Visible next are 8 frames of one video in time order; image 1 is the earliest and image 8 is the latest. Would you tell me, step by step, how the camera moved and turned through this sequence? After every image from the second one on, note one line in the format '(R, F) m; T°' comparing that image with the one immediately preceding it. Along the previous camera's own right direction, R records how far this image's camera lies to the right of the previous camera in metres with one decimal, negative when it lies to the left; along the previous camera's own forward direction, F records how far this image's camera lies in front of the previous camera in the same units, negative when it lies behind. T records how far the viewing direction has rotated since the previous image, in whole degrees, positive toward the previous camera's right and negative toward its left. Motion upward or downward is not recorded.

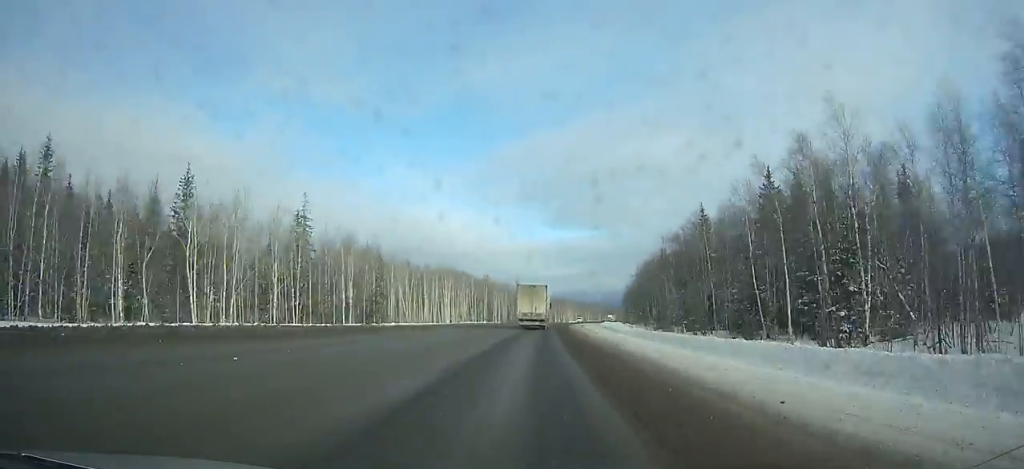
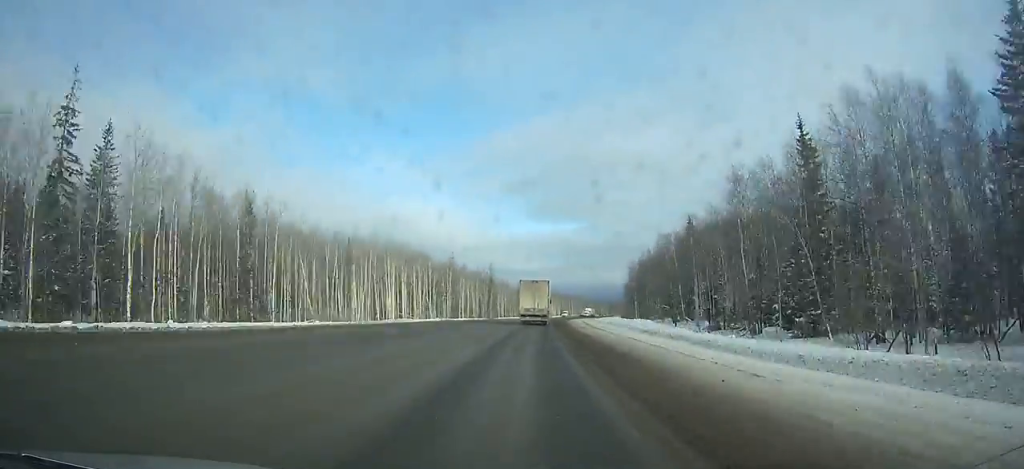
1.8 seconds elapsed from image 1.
(+0.6, +39.6) m; +2°
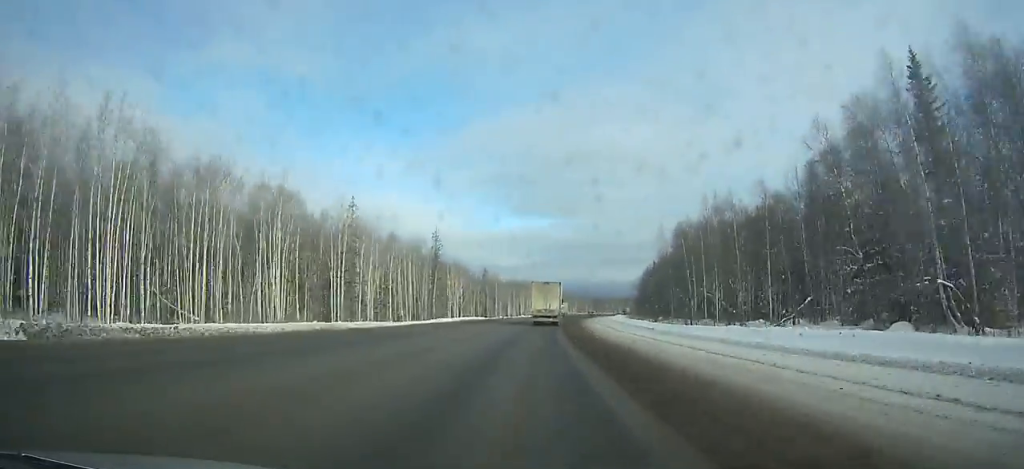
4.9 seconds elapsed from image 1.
(+1.7, +68.6) m; +3°
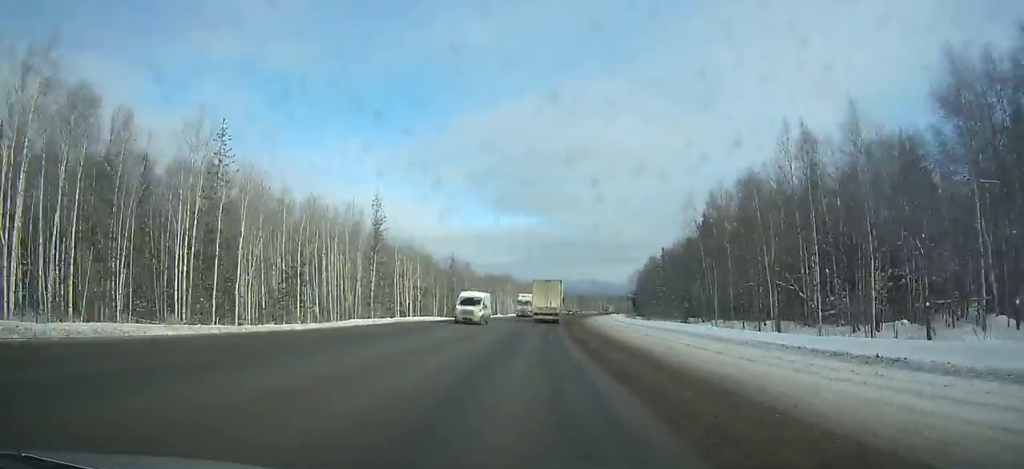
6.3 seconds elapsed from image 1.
(+0.4, +31.2) m; +2°
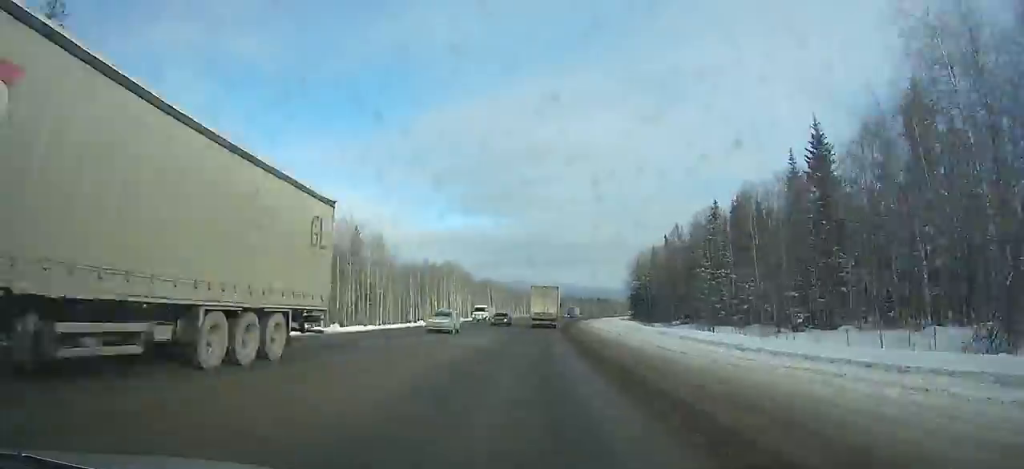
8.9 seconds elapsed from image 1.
(+1.8, +58.1) m; +3°
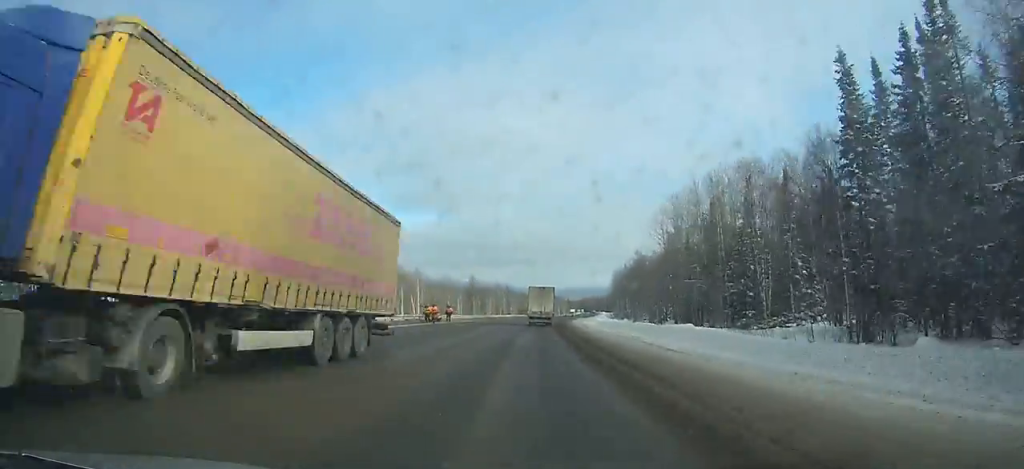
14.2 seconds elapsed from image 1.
(+6.9, +120.2) m; +6°
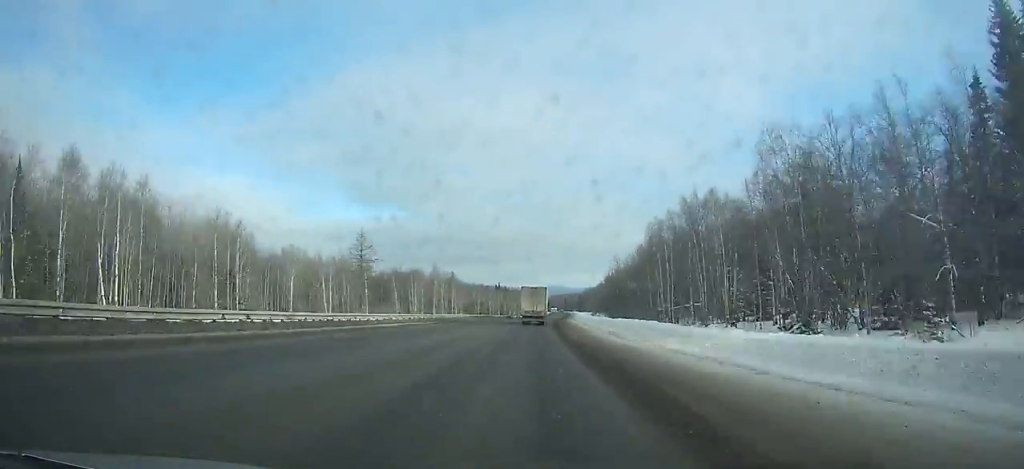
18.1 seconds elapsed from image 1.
(+3.1, +90.8) m; +4°
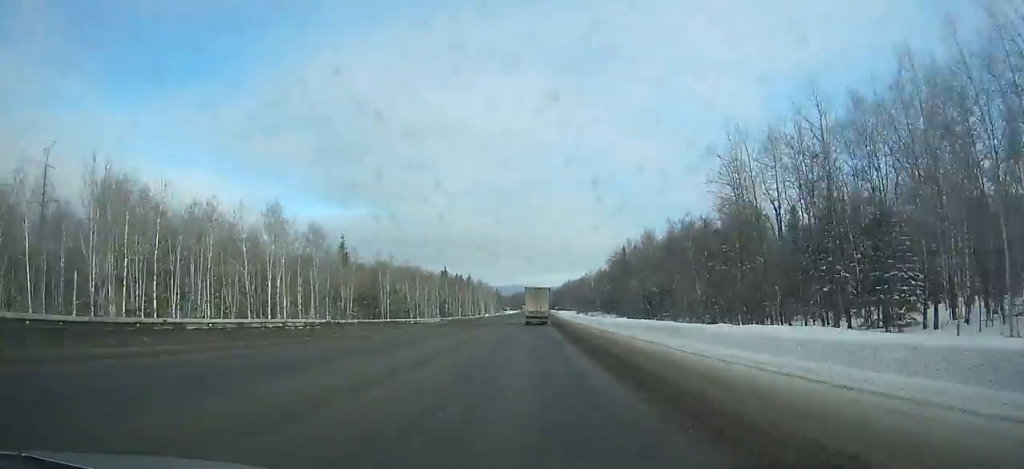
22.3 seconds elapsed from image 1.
(+2.6, +100.3) m; +3°
